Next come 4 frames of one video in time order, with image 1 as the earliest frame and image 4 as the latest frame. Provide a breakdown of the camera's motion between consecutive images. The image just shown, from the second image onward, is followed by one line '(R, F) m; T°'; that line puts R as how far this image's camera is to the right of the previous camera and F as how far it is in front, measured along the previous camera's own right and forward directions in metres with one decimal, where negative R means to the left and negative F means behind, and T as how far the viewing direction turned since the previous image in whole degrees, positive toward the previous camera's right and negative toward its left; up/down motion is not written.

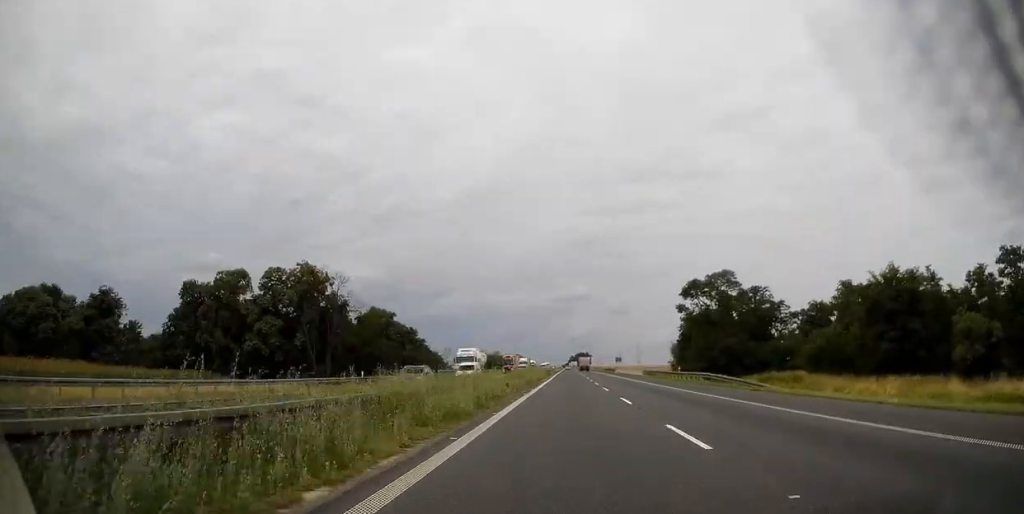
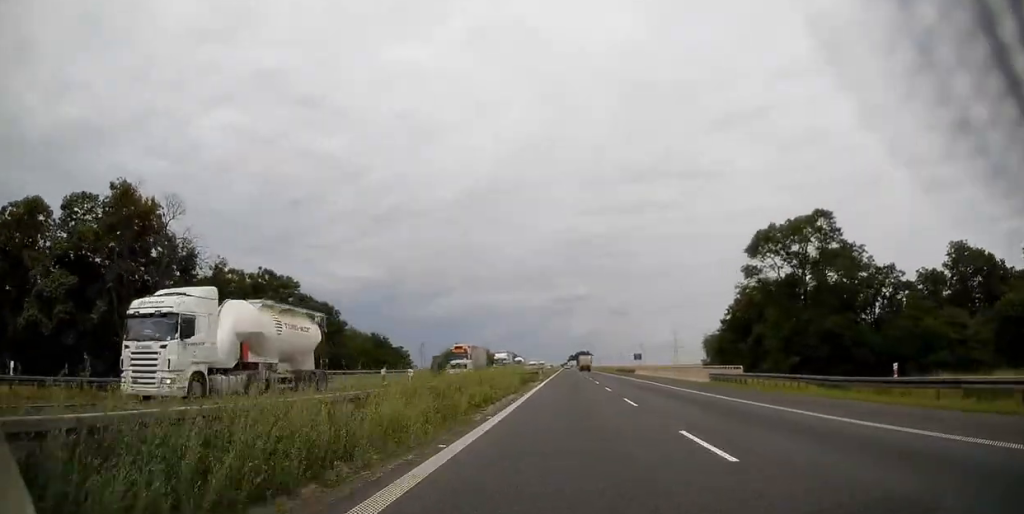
(0.0, +37.4) m; 0°
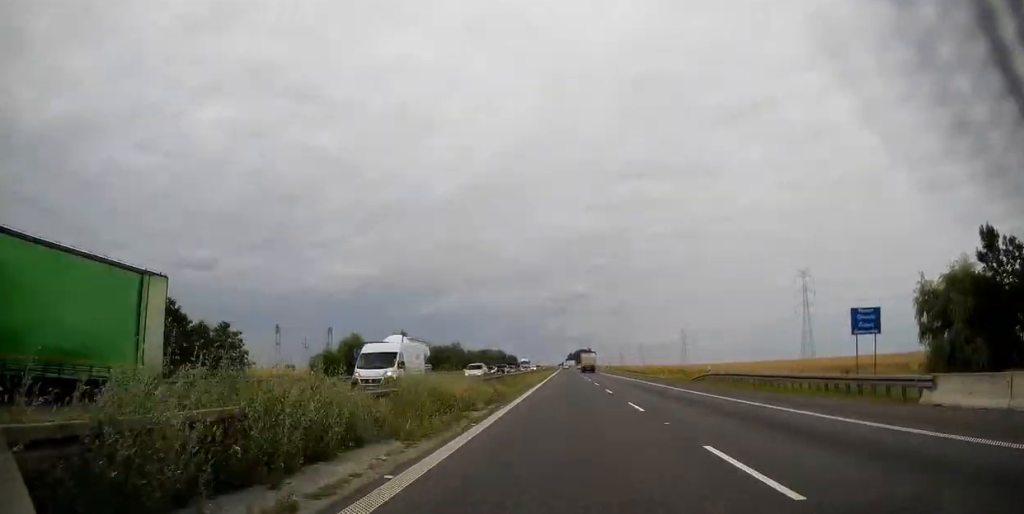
(+0.2, +74.7) m; 0°
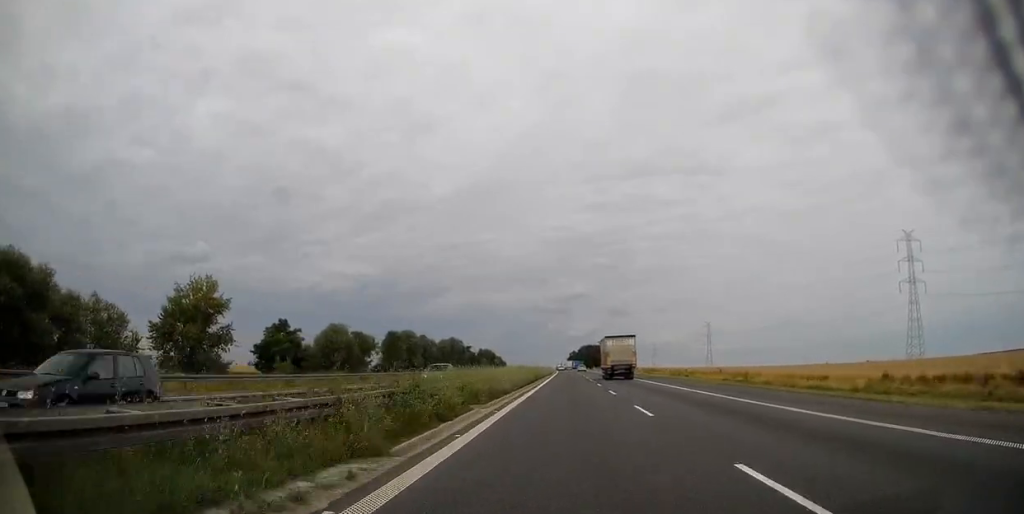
(-0.4, +146.2) m; 0°
